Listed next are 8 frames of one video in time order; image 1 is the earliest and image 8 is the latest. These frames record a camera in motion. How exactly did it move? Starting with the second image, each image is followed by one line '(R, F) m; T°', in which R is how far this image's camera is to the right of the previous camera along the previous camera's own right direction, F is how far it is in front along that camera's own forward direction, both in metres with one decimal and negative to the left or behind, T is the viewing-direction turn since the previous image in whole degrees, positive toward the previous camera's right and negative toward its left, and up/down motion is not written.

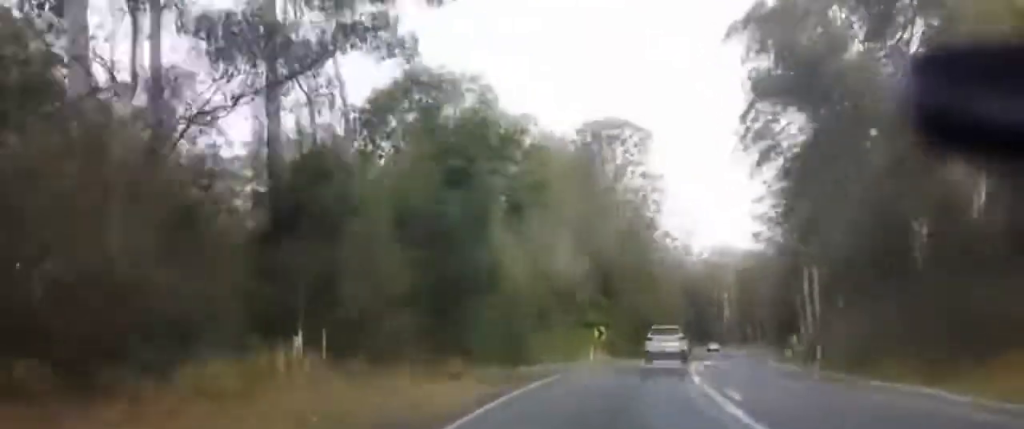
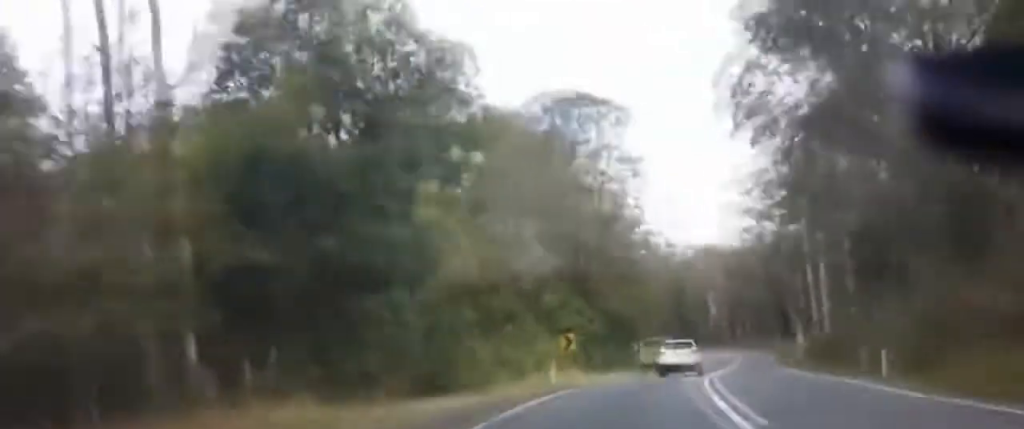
(+0.1, +14.9) m; +2°
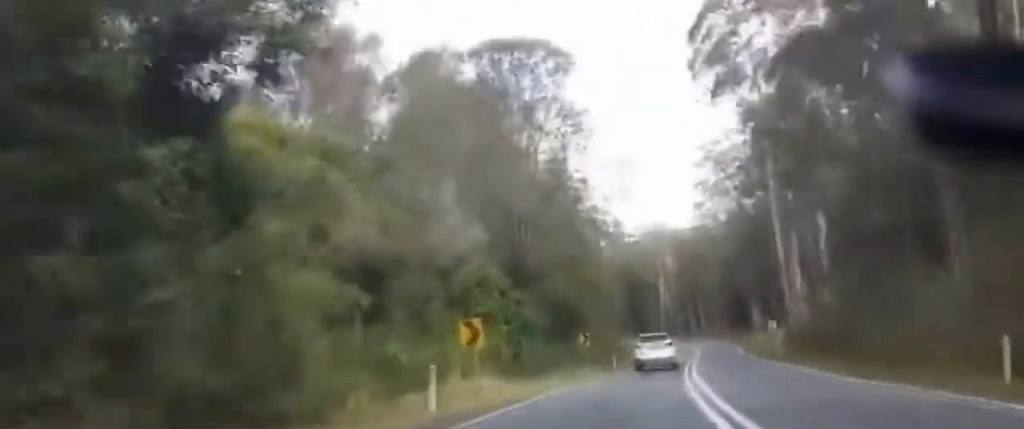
(+0.4, +14.1) m; +2°
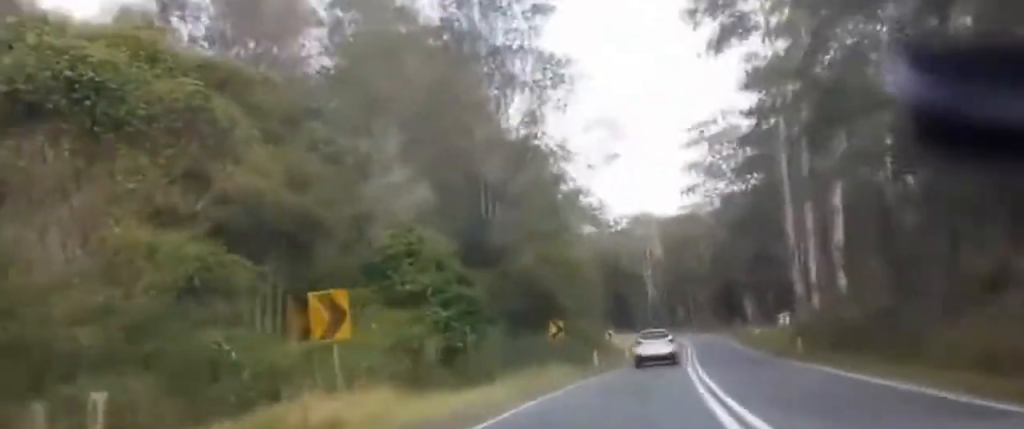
(+0.1, +12.0) m; +1°
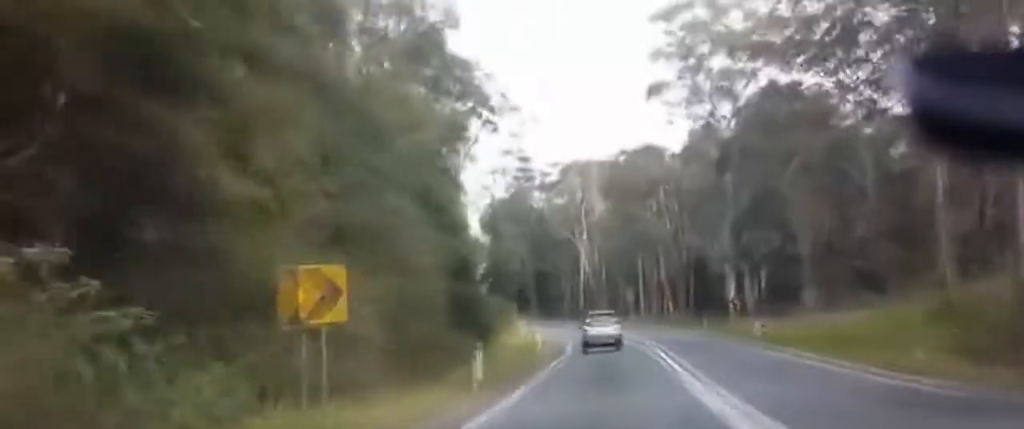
(+0.8, +52.1) m; +3°
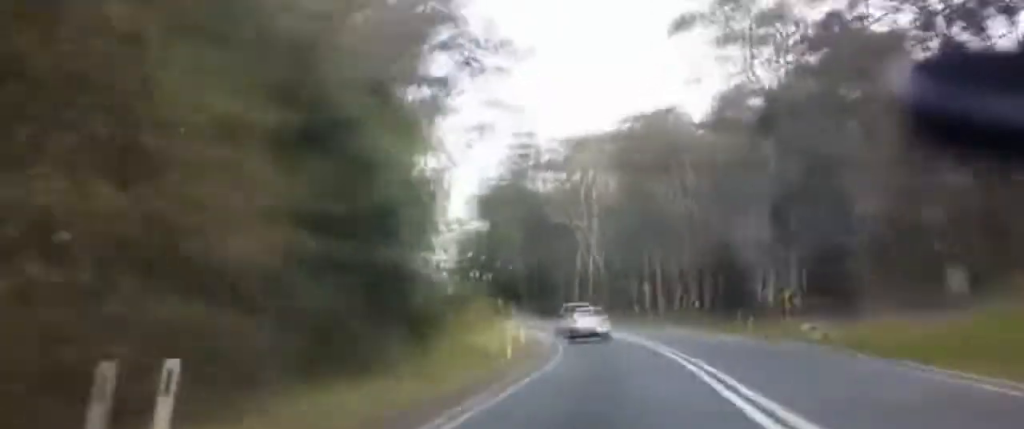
(+0.4, +16.4) m; -2°
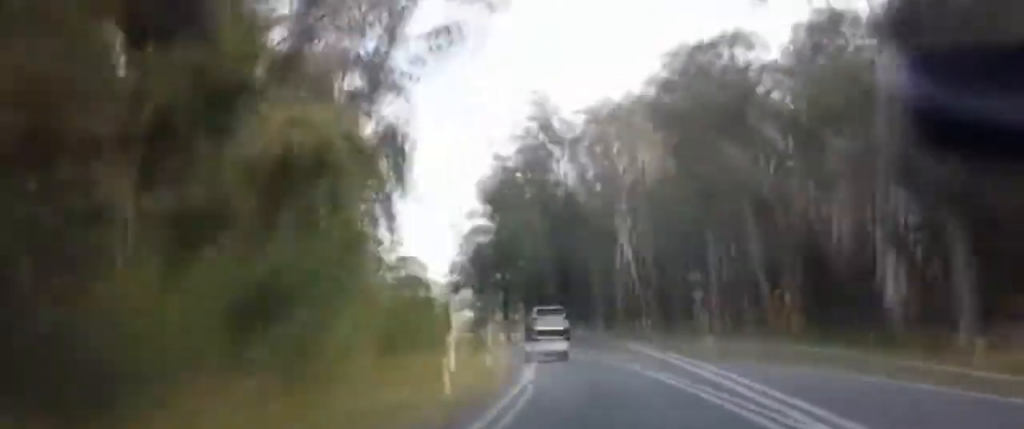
(-1.3, +25.8) m; -1°
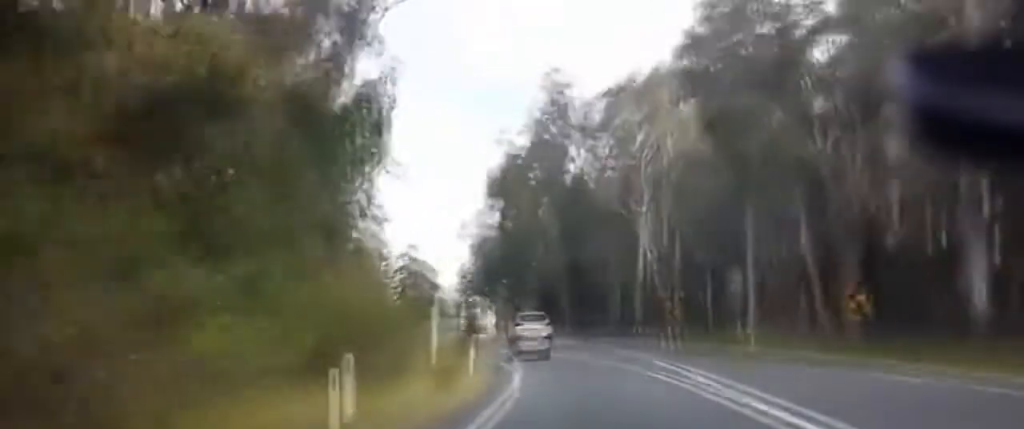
(+0.1, +9.3) m; 0°
